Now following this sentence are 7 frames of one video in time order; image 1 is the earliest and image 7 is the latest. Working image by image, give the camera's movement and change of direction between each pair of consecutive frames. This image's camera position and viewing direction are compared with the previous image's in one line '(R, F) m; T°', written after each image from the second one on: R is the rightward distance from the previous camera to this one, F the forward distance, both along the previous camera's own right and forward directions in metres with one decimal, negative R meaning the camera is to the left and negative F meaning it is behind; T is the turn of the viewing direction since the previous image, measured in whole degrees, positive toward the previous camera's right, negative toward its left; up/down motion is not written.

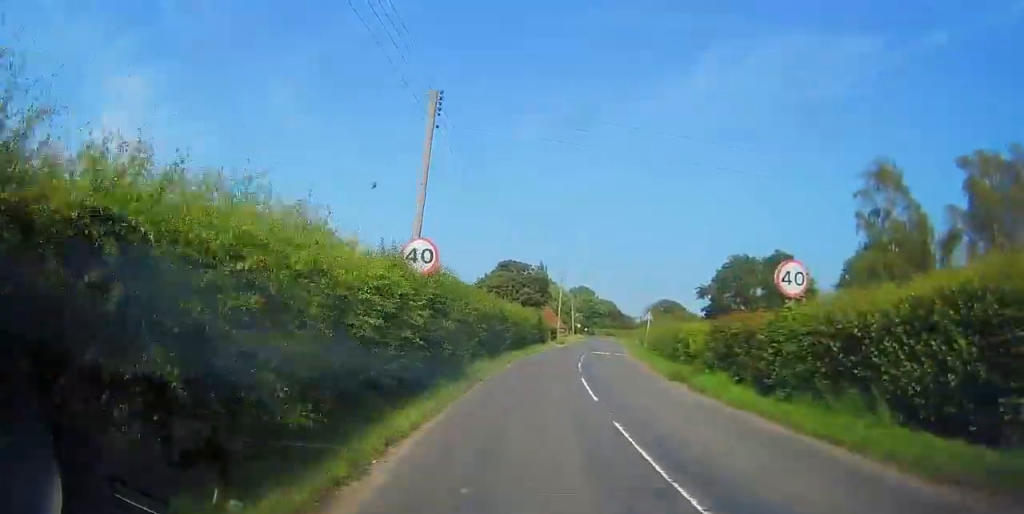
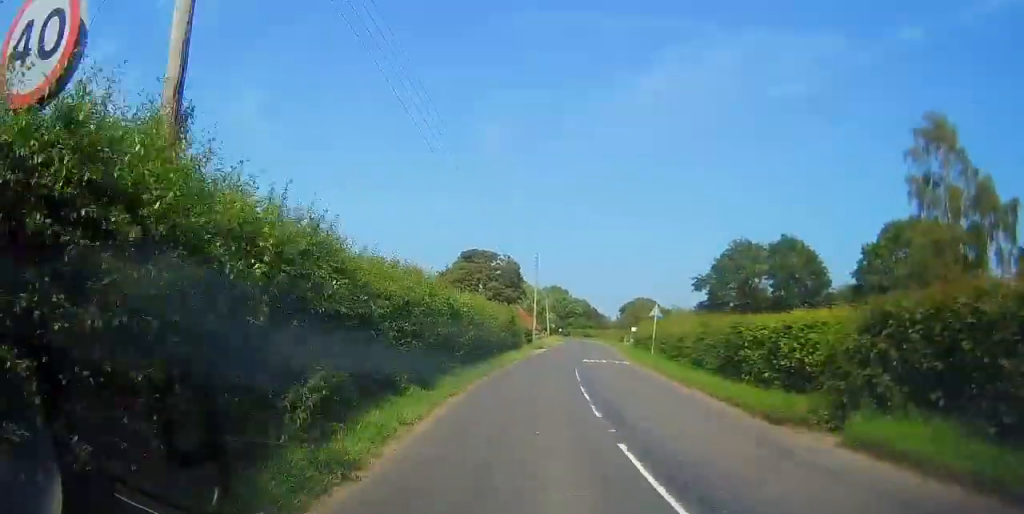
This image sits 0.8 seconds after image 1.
(0.0, +10.6) m; +1°
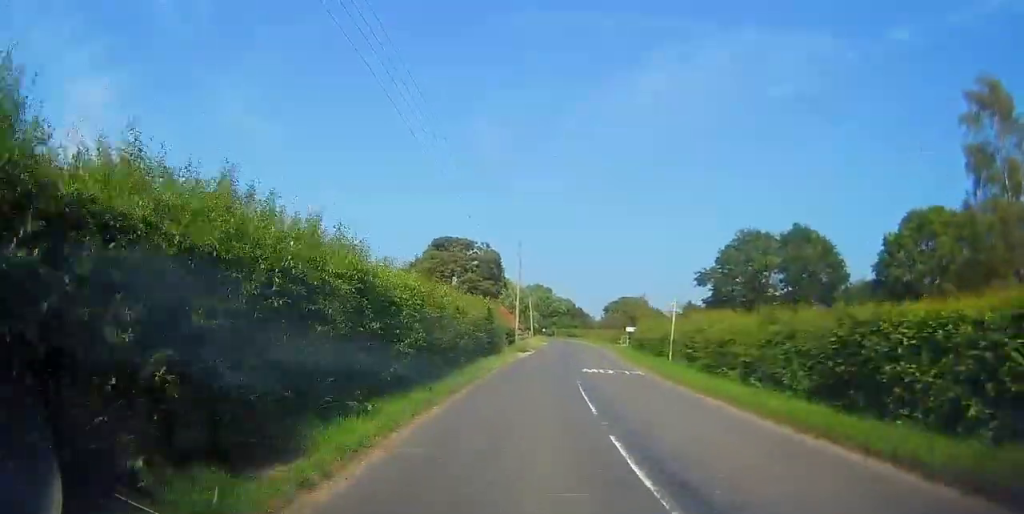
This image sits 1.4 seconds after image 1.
(+0.1, +7.6) m; +1°
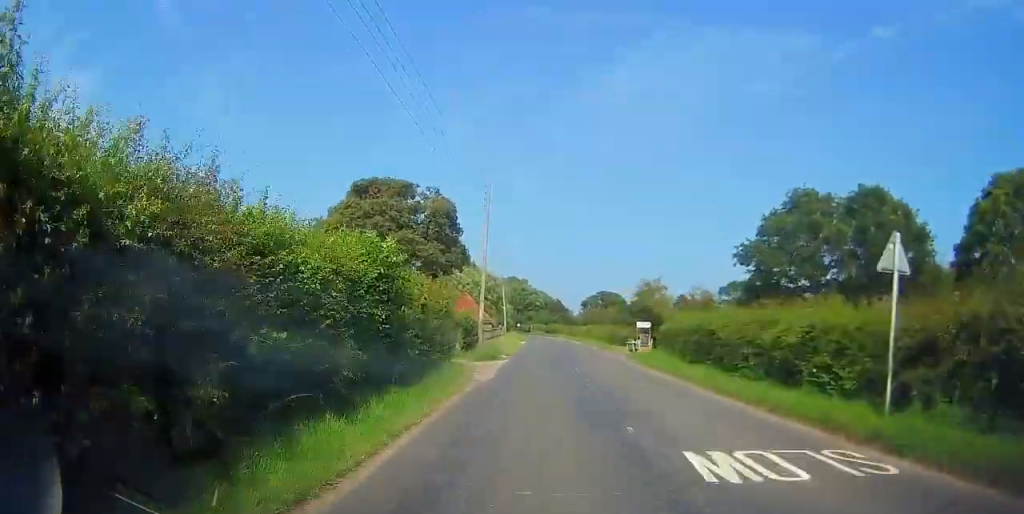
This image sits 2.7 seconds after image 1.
(+0.4, +17.4) m; +3°
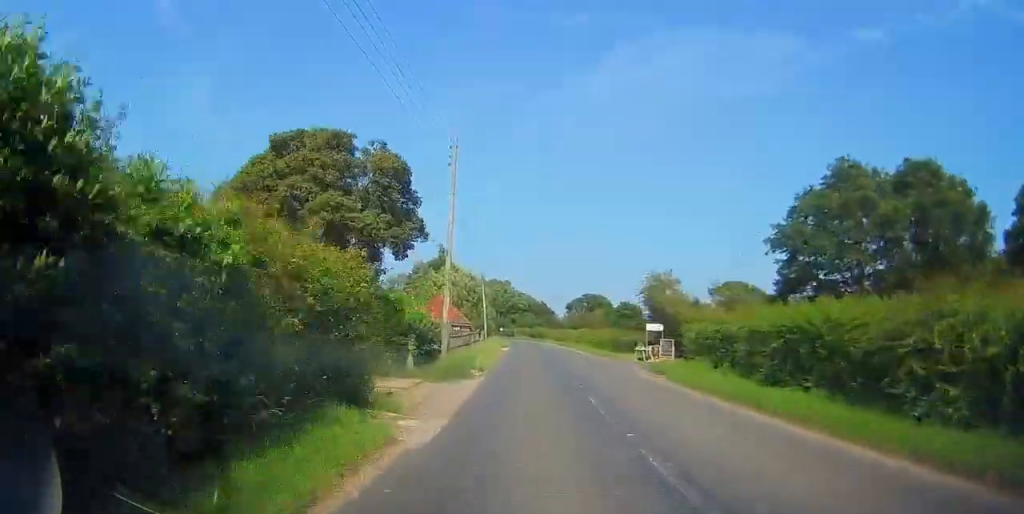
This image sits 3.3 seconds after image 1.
(+0.1, +8.5) m; +1°
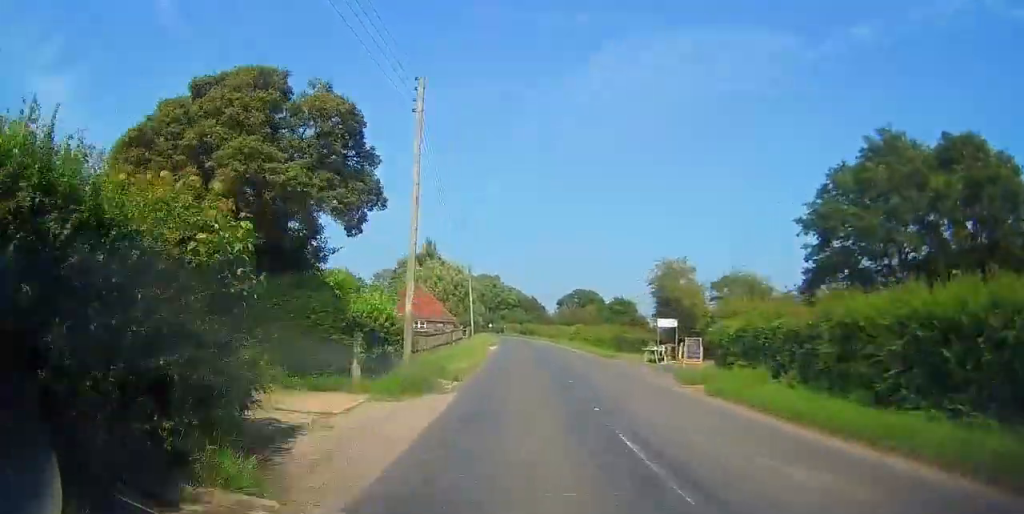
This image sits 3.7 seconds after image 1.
(+0.1, +5.4) m; +1°
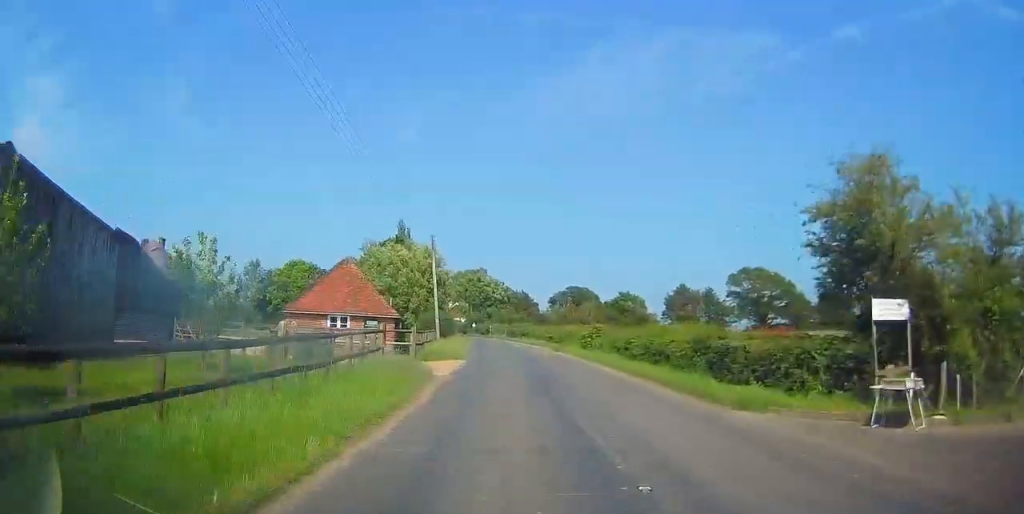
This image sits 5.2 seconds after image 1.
(0.0, +19.9) m; -1°
